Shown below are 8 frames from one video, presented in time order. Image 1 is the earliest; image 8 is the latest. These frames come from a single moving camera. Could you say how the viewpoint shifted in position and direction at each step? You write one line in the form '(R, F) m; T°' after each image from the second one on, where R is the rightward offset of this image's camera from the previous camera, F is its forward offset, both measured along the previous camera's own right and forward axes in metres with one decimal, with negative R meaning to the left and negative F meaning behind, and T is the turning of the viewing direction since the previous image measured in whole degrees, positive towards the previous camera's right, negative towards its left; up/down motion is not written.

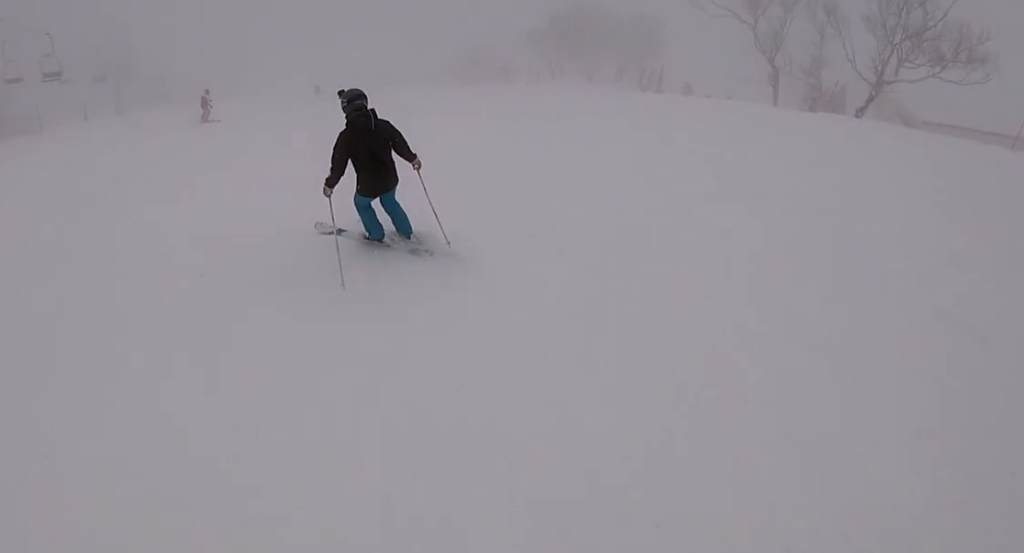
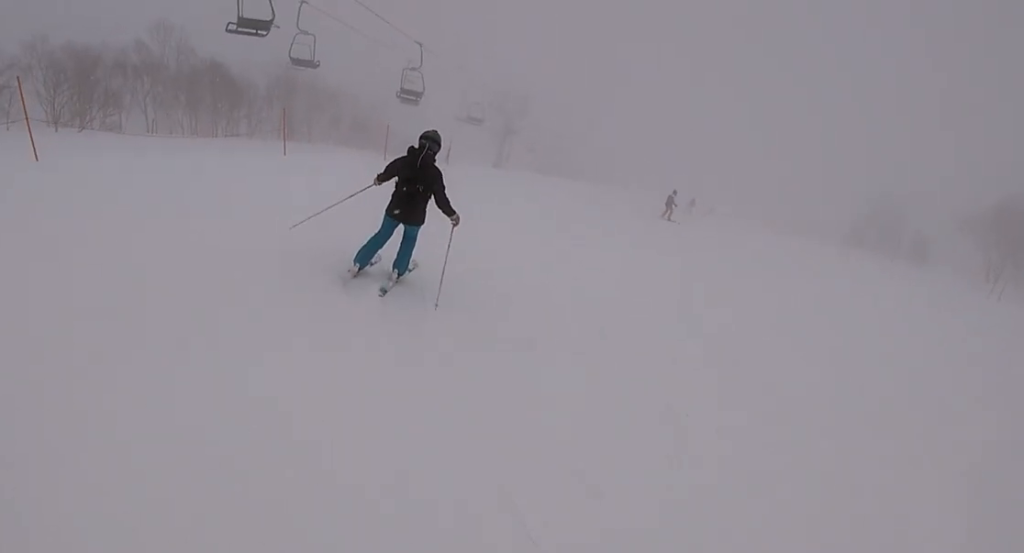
(-1.6, +7.4) m; -7°
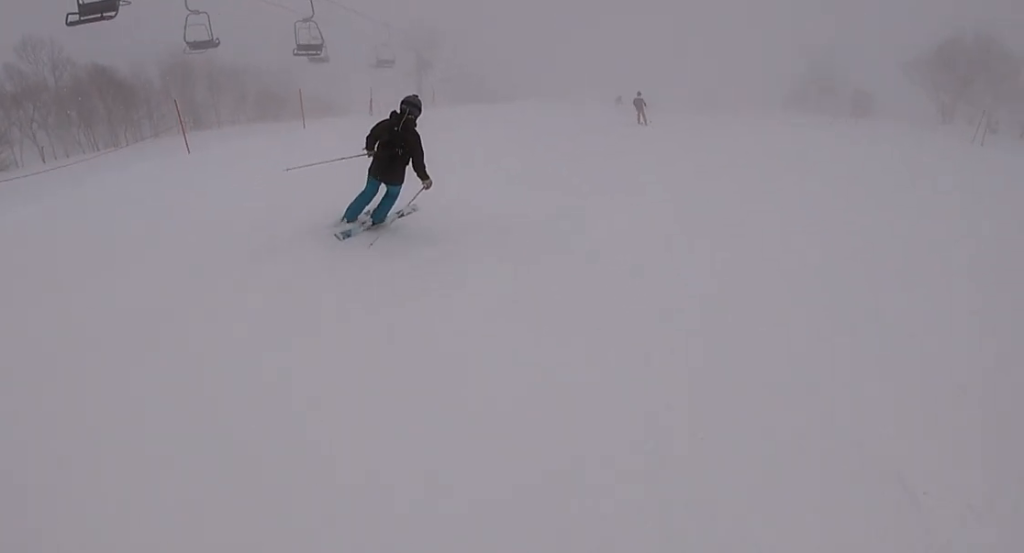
(+0.4, +2.5) m; +8°
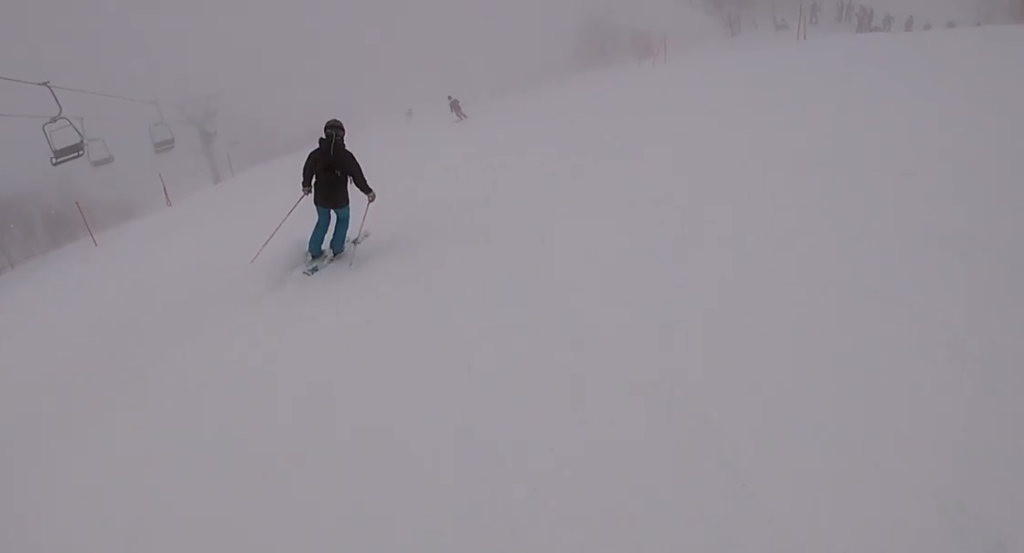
(+0.1, +3.2) m; +10°
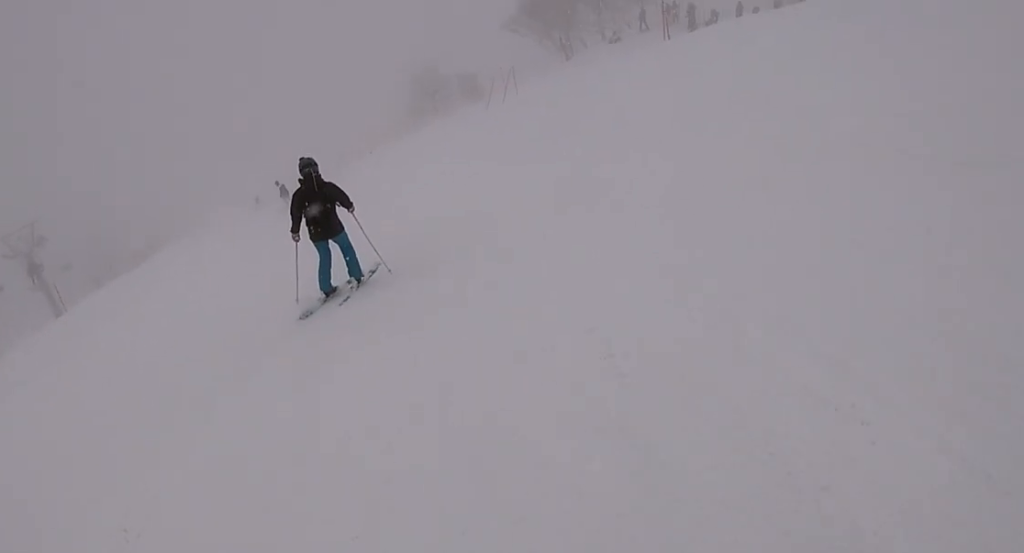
(+0.6, +3.8) m; +1°
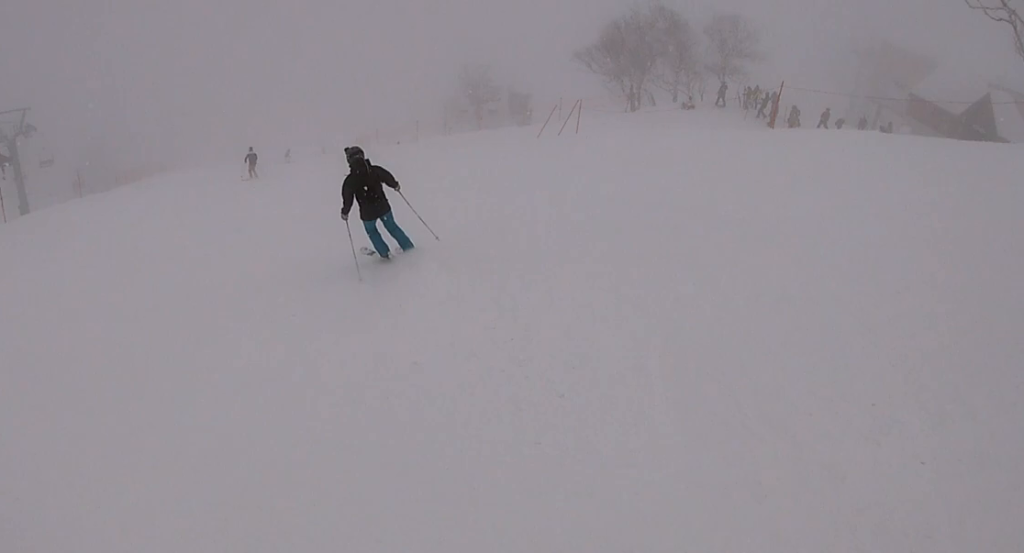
(+0.3, +3.9) m; -3°
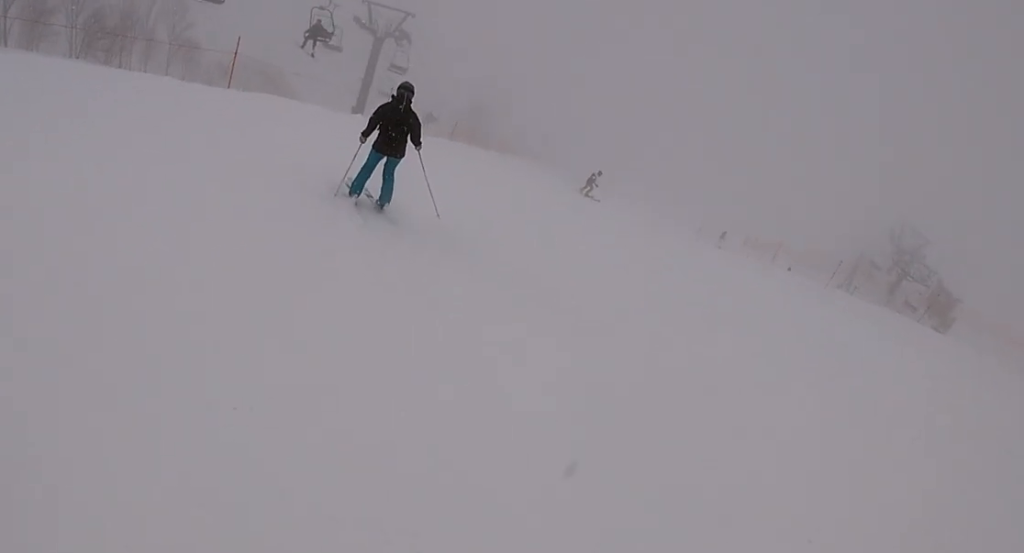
(-2.8, +9.7) m; -24°
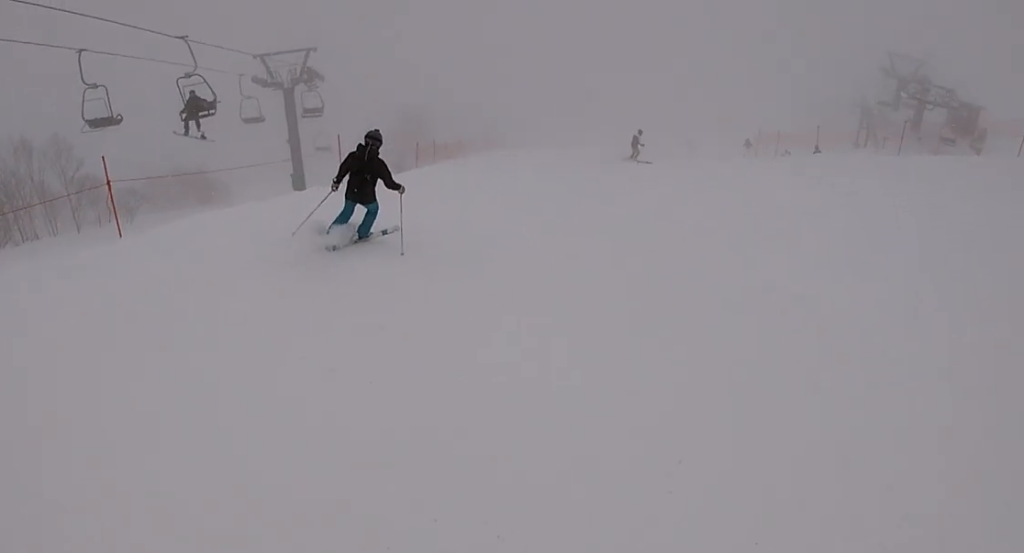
(-0.3, +5.5) m; +8°
